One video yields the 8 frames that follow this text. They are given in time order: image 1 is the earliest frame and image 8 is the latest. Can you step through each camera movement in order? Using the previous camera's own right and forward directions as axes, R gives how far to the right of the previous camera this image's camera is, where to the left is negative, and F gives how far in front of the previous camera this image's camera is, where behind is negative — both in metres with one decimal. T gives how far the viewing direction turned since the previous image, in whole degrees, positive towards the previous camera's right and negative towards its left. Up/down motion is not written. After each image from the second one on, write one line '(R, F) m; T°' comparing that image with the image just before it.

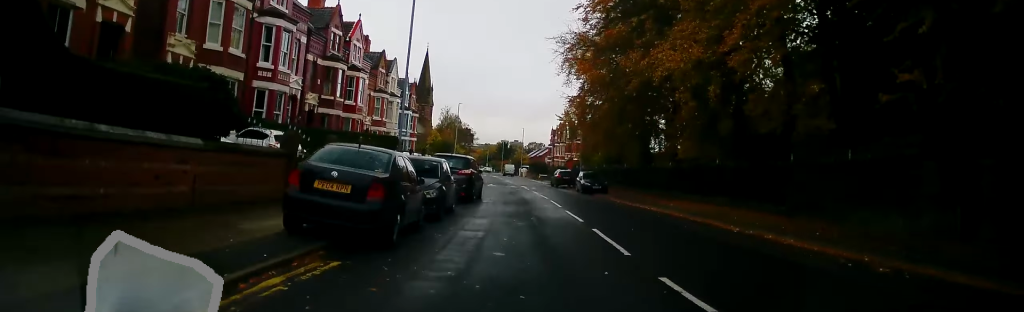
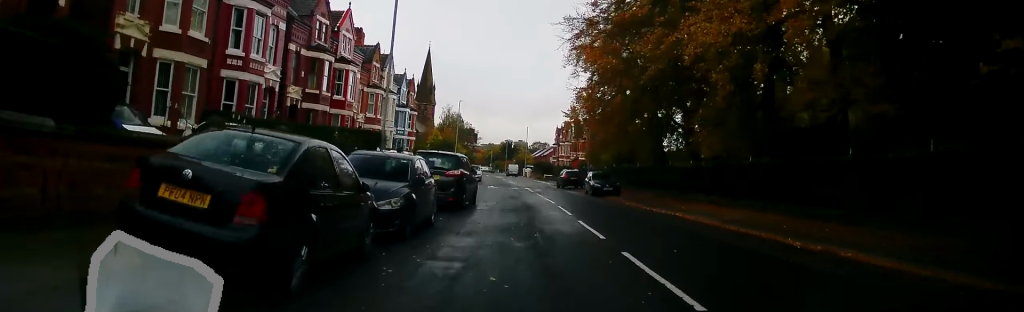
(+0.1, +3.7) m; -2°
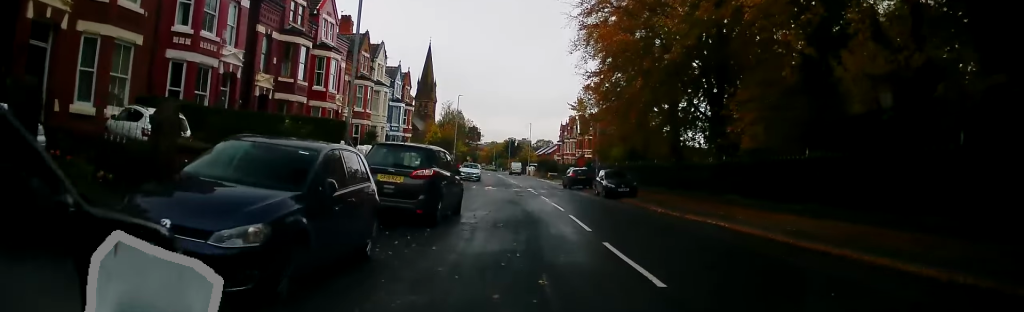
(-0.3, +4.8) m; -3°
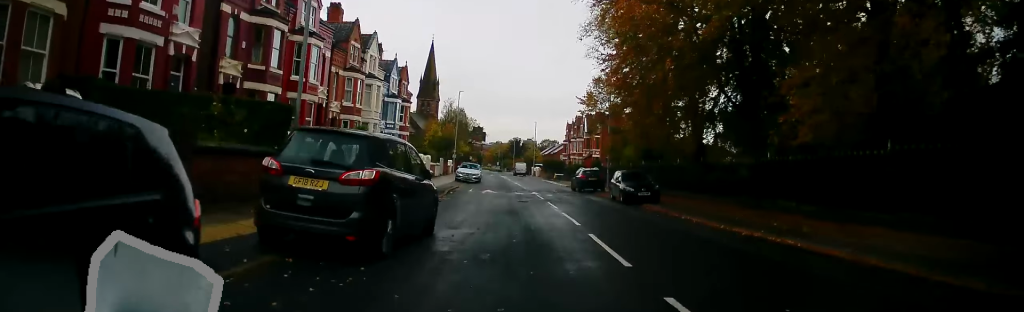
(-0.1, +4.4) m; -1°
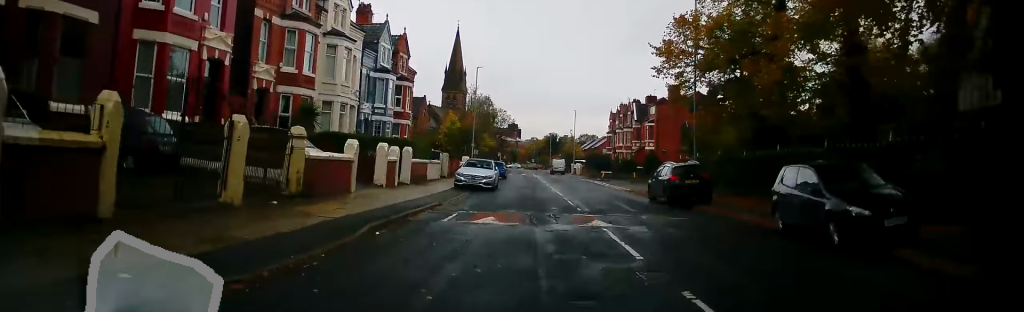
(+0.8, +17.3) m; +1°
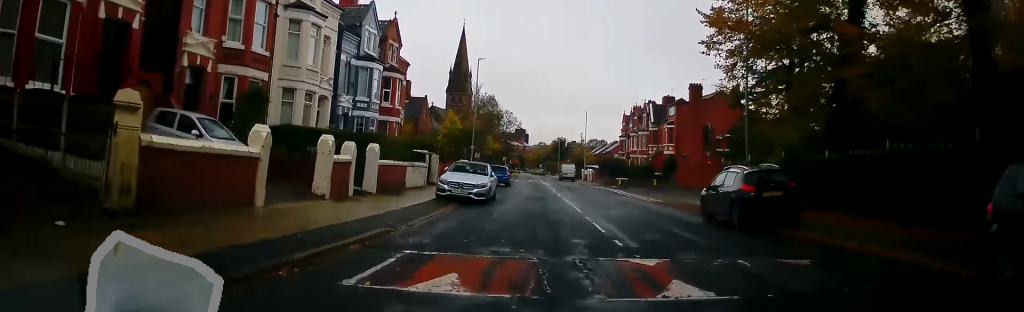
(-0.3, +7.1) m; -2°
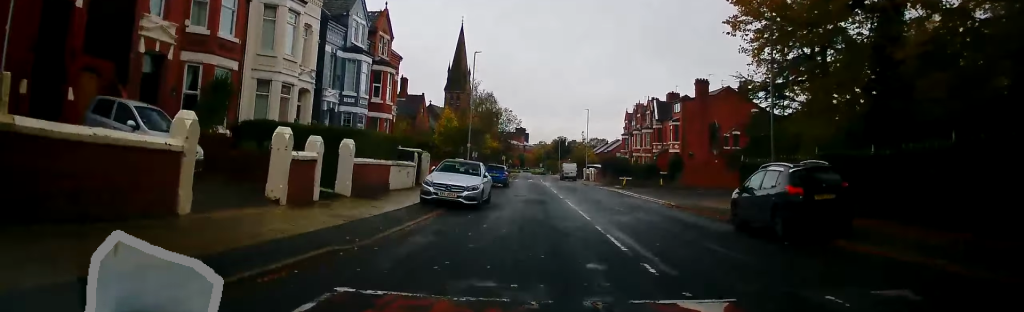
(0.0, +2.9) m; 0°
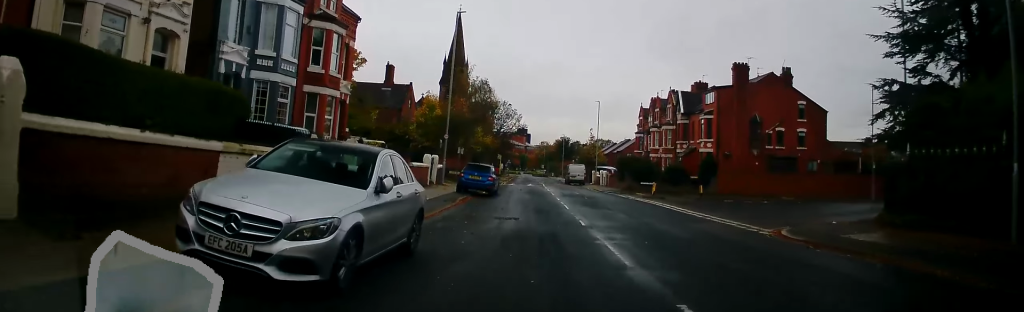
(-0.2, +12.9) m; +3°
